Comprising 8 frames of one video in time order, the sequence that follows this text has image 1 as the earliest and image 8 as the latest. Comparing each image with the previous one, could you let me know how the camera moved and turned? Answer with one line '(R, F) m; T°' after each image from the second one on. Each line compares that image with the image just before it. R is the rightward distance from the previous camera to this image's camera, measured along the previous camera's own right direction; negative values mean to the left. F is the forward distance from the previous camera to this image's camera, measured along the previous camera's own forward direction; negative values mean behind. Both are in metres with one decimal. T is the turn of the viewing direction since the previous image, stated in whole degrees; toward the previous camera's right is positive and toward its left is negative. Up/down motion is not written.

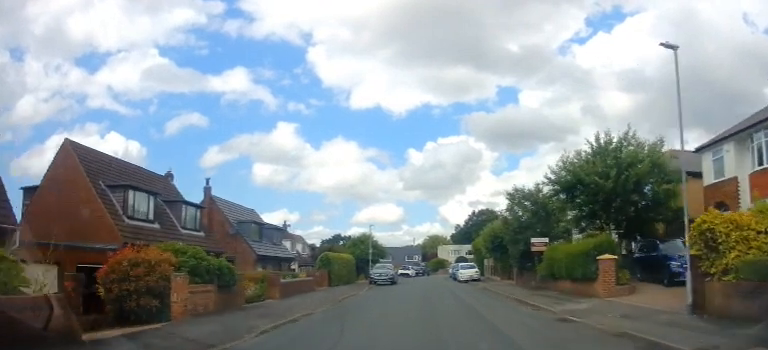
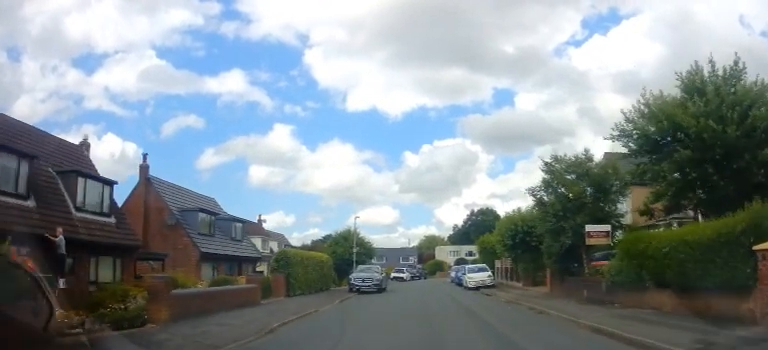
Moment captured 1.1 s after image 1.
(0.0, +8.2) m; 0°
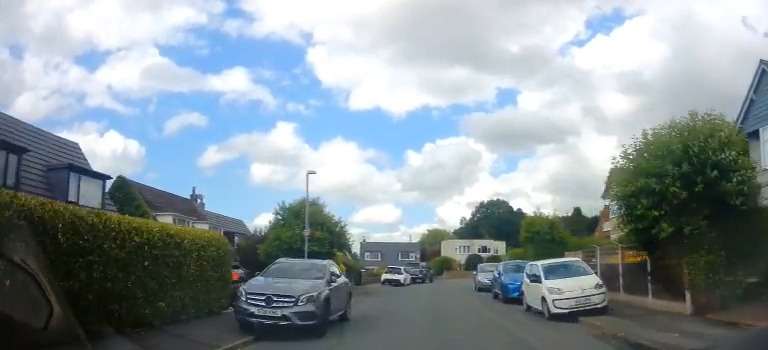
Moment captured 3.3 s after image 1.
(0.0, +16.7) m; +2°
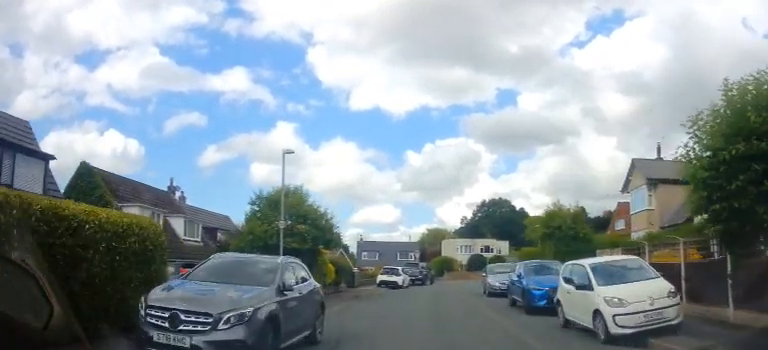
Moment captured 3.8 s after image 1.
(-0.1, +3.7) m; +1°
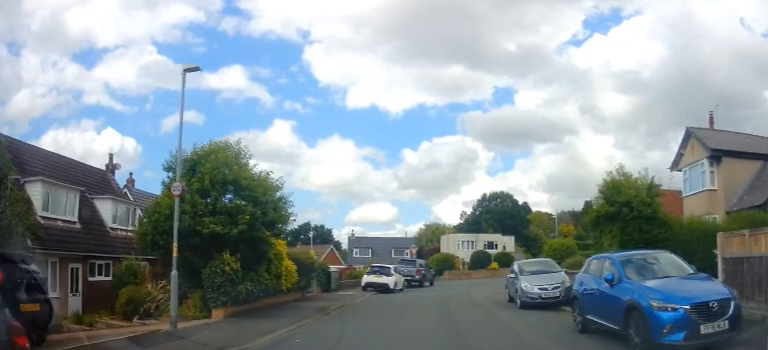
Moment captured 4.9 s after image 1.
(+0.3, +7.5) m; 0°
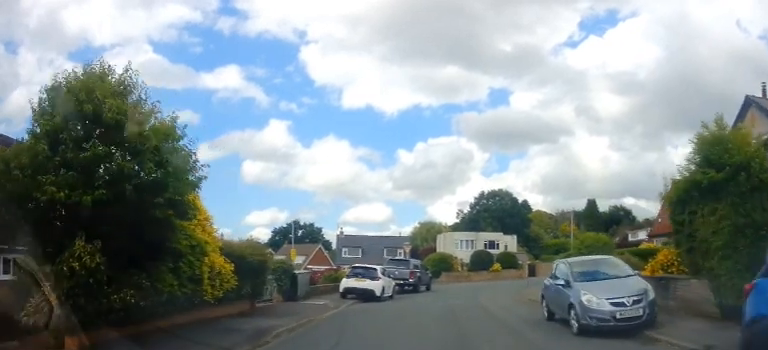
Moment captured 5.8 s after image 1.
(-0.2, +5.6) m; -2°
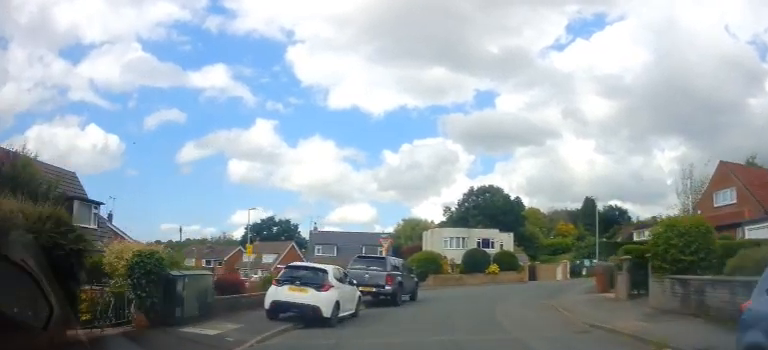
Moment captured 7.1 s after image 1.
(+0.1, +8.2) m; +1°
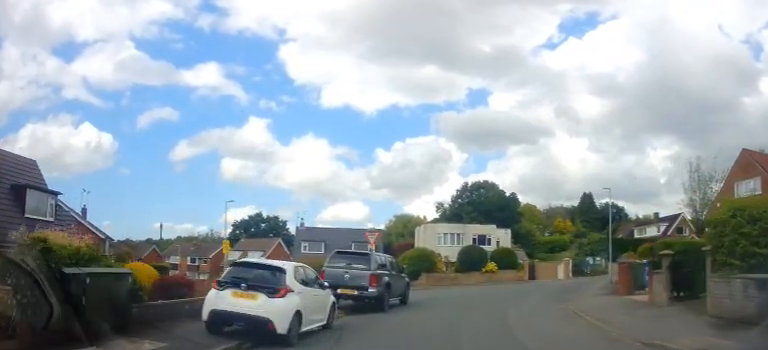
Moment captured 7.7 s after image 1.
(0.0, +3.3) m; 0°
